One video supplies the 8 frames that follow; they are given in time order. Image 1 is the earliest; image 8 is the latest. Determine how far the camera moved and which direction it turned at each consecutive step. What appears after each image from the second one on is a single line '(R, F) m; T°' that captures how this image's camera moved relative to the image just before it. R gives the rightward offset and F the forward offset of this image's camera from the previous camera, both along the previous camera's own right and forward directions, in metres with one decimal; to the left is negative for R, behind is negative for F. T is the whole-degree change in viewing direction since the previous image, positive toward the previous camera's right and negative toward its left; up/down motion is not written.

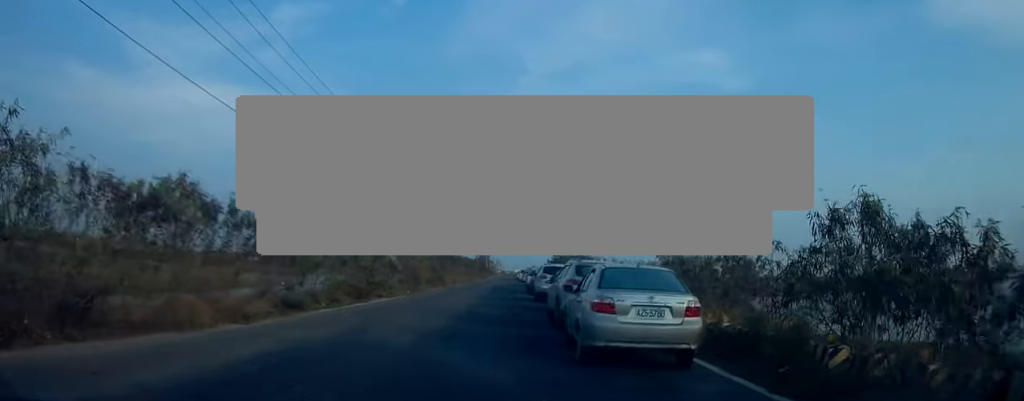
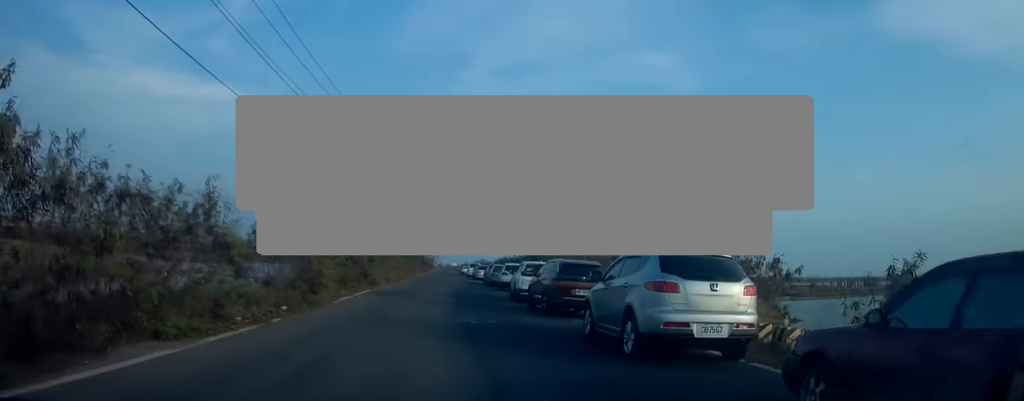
(+1.5, +19.3) m; +5°
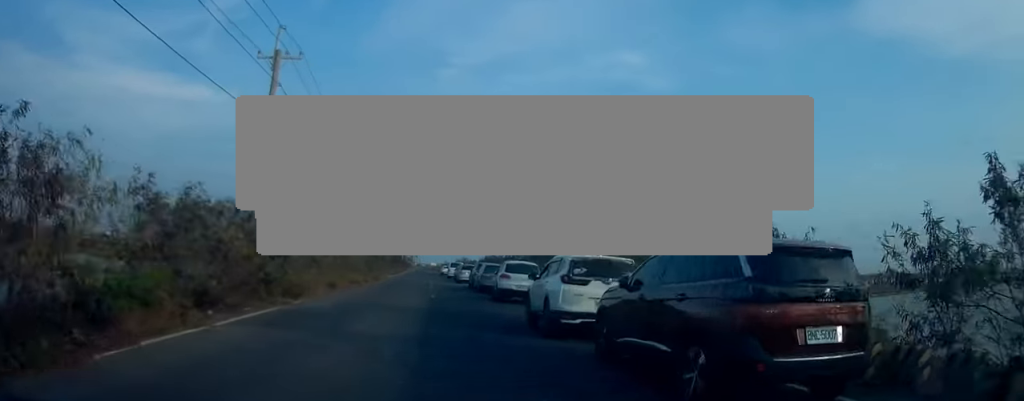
(-0.2, +12.8) m; 0°
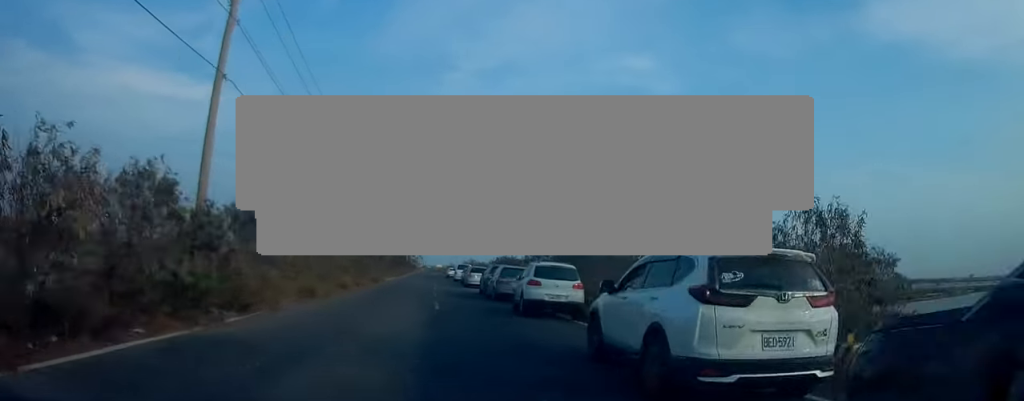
(+0.1, +5.9) m; 0°
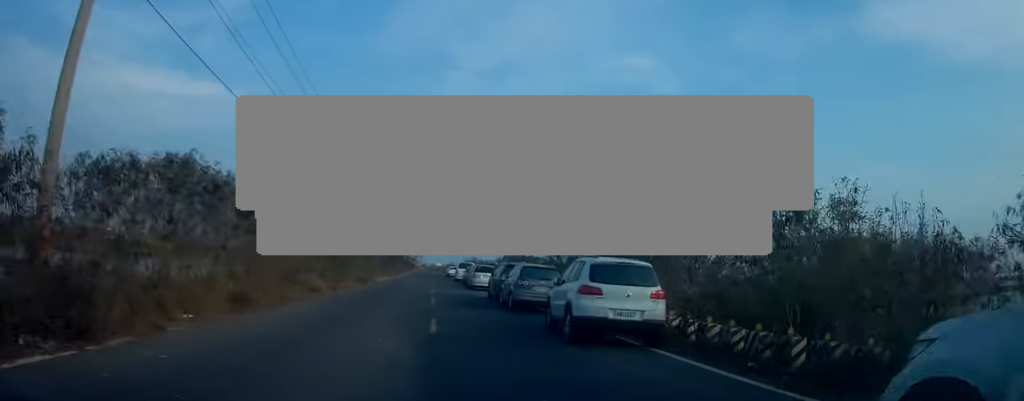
(-0.1, +5.7) m; 0°
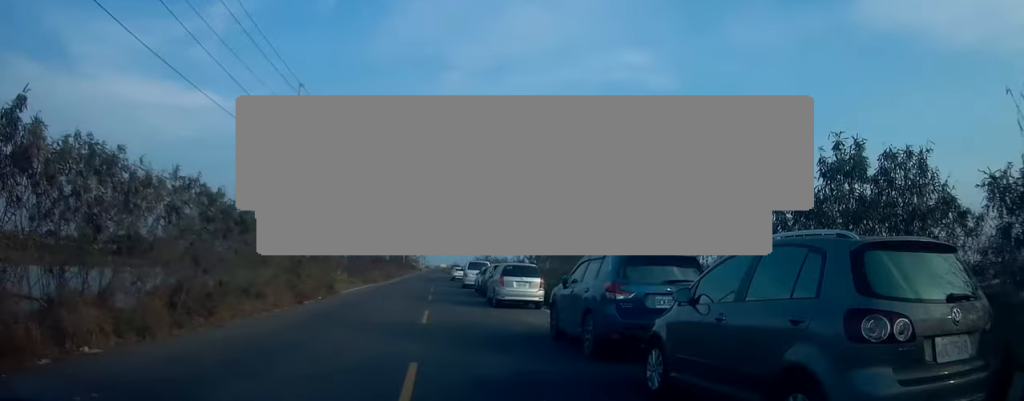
(0.0, +11.9) m; 0°
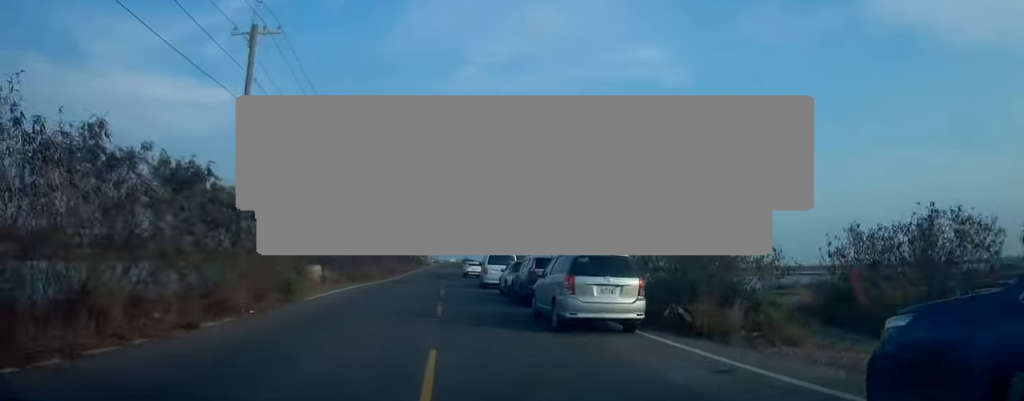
(0.0, +6.6) m; 0°
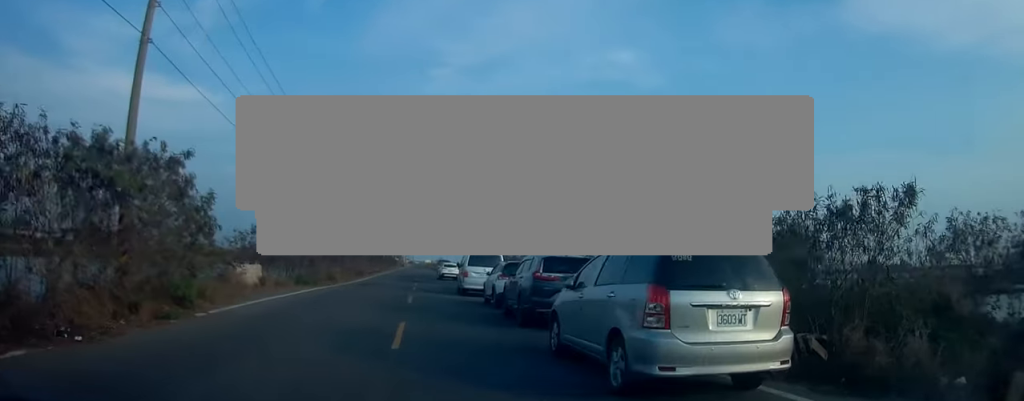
(0.0, +5.9) m; -1°
